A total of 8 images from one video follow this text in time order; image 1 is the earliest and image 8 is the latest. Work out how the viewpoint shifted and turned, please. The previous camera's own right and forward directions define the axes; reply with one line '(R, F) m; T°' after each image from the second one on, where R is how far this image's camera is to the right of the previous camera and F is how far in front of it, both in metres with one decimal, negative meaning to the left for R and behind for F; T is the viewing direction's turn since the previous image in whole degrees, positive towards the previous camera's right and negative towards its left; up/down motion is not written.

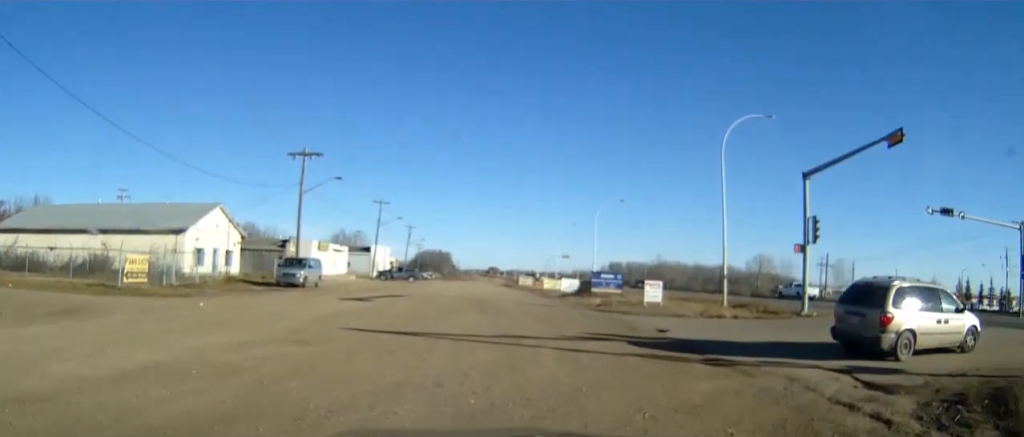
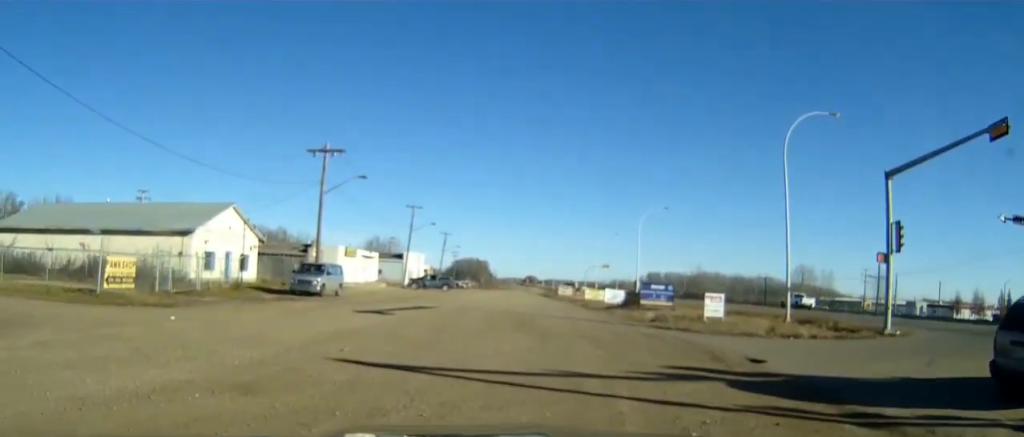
(-0.1, +5.7) m; -4°
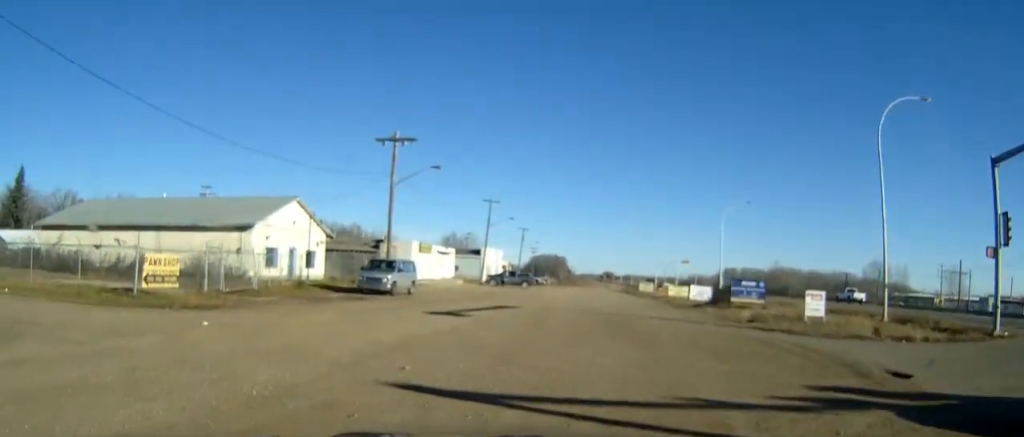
(-0.1, +3.5) m; -6°
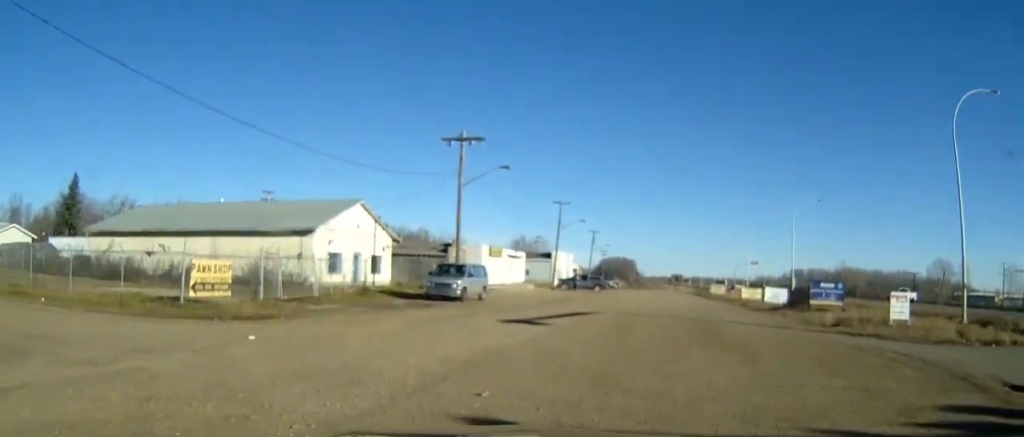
(-0.1, +2.1) m; -5°
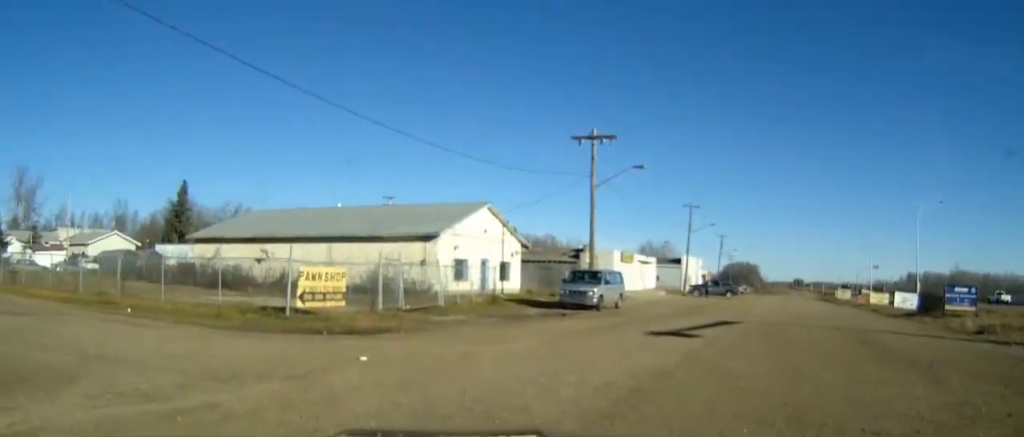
(-0.1, +2.4) m; -9°
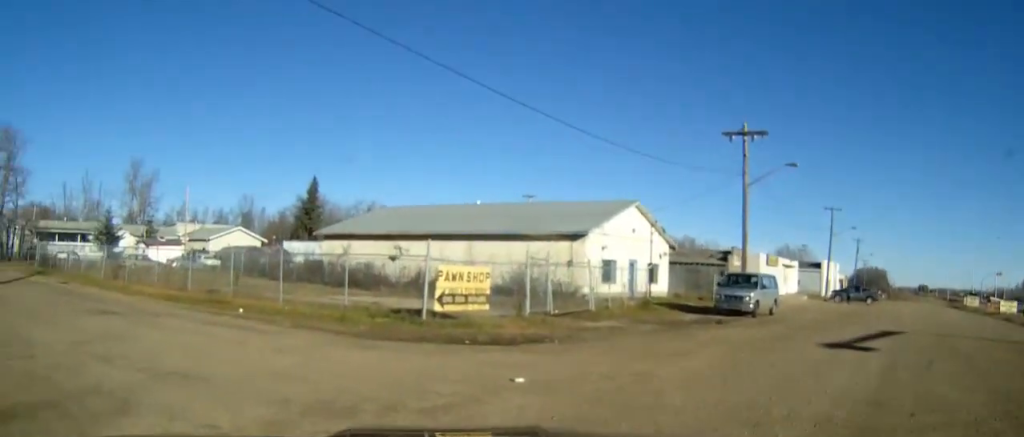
(-0.1, +2.0) m; -10°
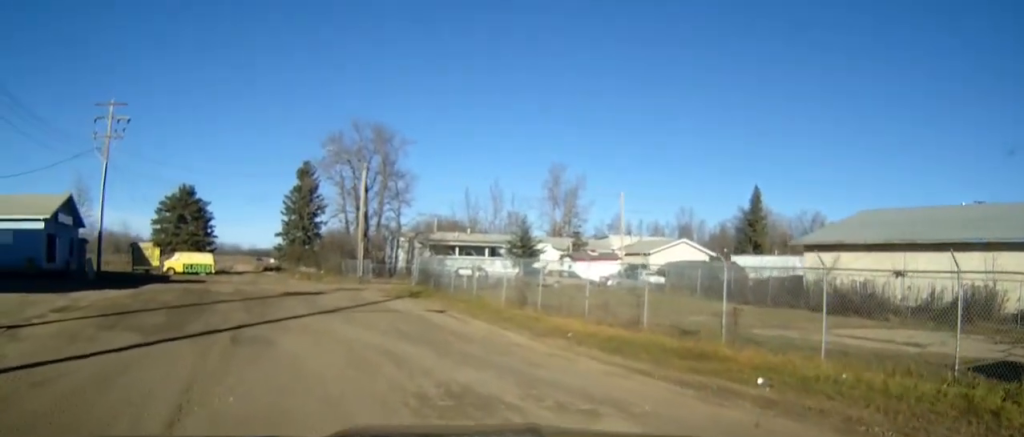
(-3.9, +9.9) m; -37°
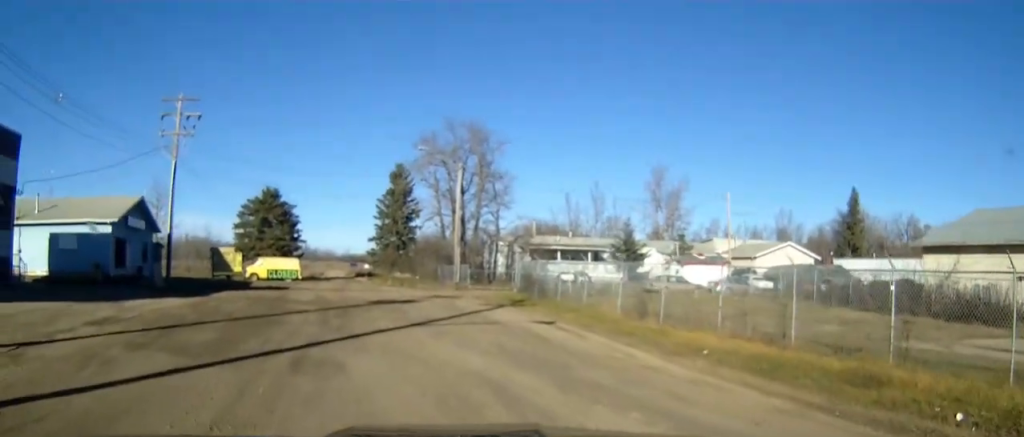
(-0.2, +2.8) m; -8°
